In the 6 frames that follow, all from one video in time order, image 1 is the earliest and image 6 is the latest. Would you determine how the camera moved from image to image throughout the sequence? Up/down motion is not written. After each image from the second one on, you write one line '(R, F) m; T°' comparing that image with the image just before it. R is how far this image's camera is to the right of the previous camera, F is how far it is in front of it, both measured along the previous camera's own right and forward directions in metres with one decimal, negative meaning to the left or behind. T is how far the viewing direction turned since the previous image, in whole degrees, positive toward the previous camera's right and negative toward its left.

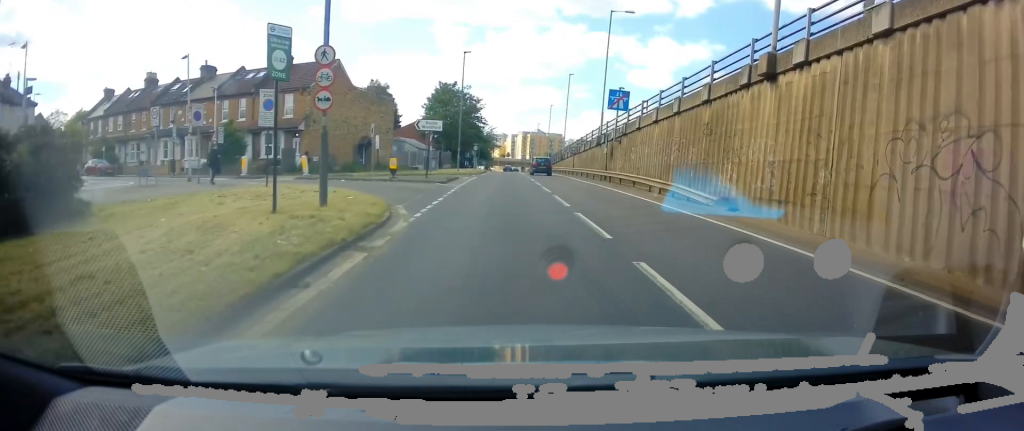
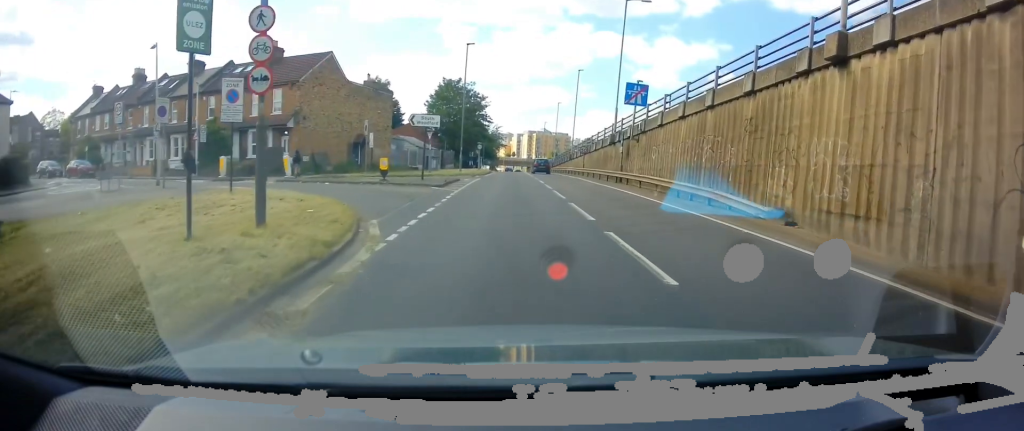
(-0.5, +3.4) m; 0°
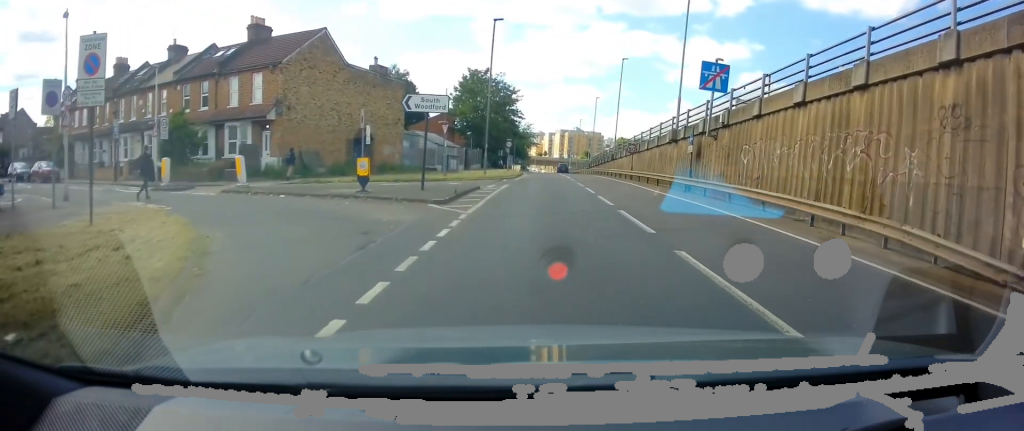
(+0.8, +8.3) m; +3°
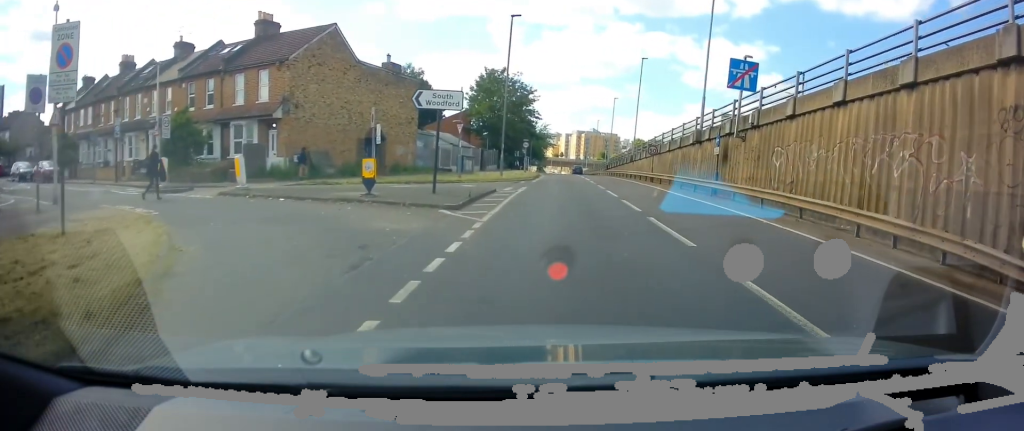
(+0.1, +1.4) m; -5°
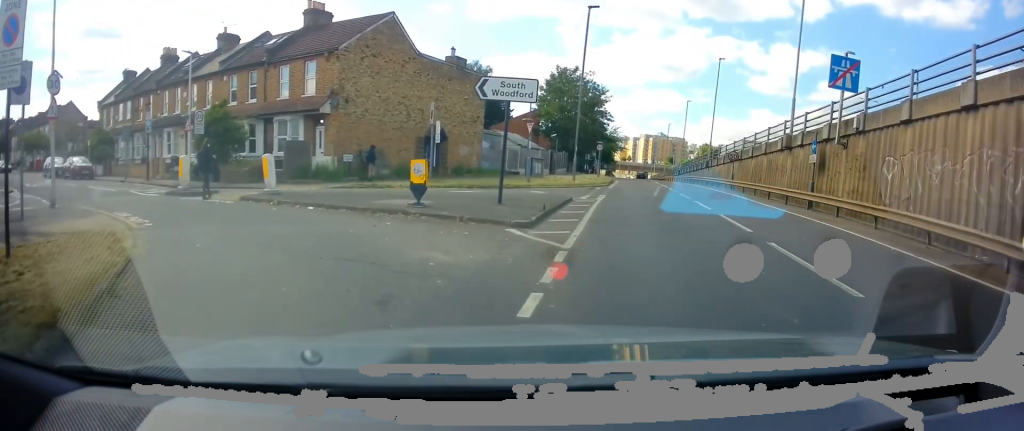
(-0.7, +2.7) m; -8°
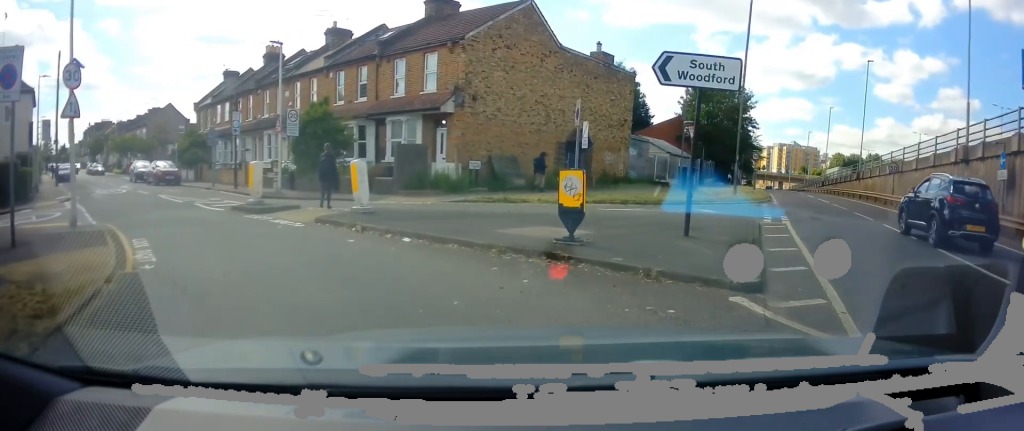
(-0.1, +4.0) m; -20°
